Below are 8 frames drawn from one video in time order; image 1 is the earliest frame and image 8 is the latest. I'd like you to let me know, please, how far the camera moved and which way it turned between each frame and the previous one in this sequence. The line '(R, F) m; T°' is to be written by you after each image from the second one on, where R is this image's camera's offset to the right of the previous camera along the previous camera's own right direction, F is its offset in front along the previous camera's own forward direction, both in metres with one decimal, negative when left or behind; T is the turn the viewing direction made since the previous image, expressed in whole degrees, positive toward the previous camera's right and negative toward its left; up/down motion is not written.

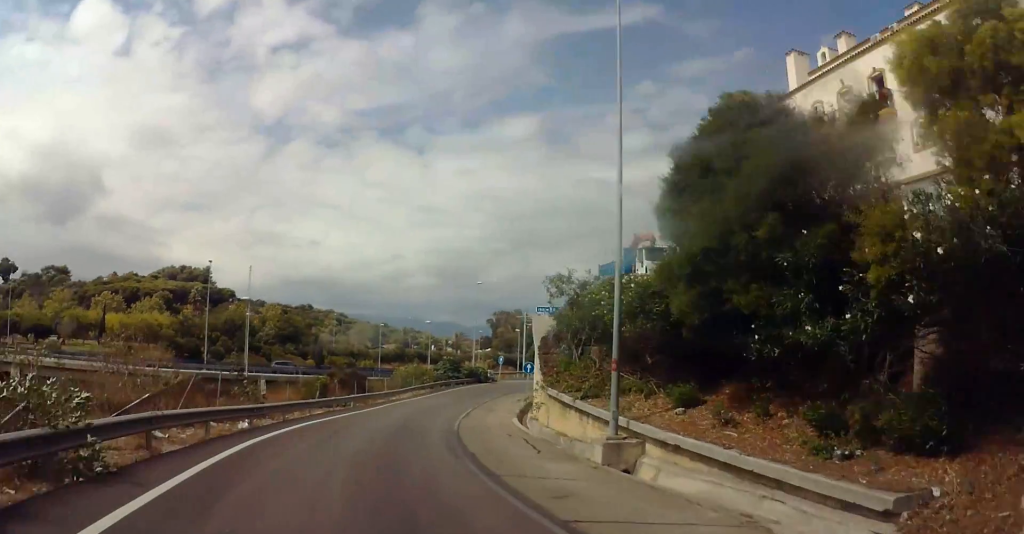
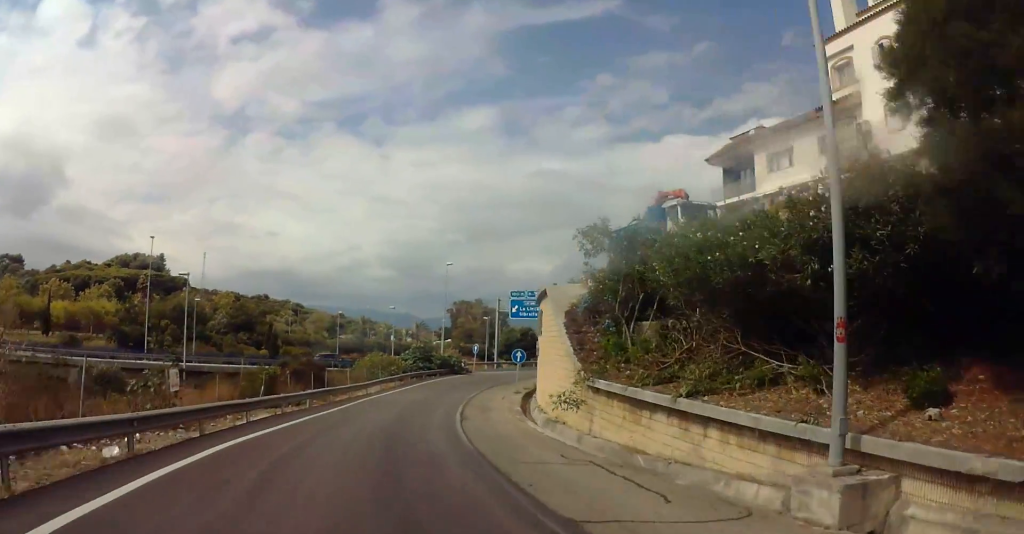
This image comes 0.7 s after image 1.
(0.0, +8.8) m; 0°
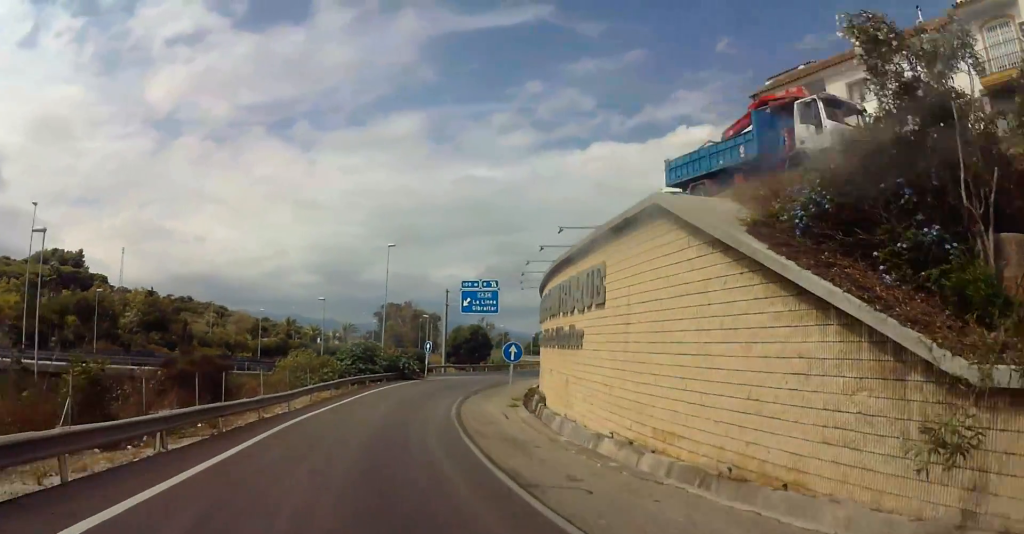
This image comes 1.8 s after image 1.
(0.0, +13.8) m; 0°
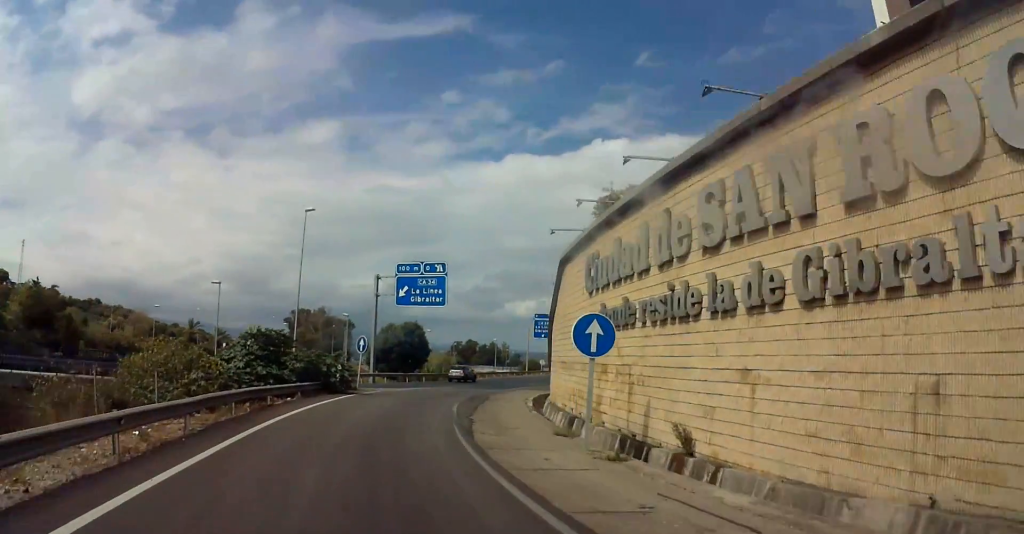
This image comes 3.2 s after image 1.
(0.0, +17.3) m; +3°
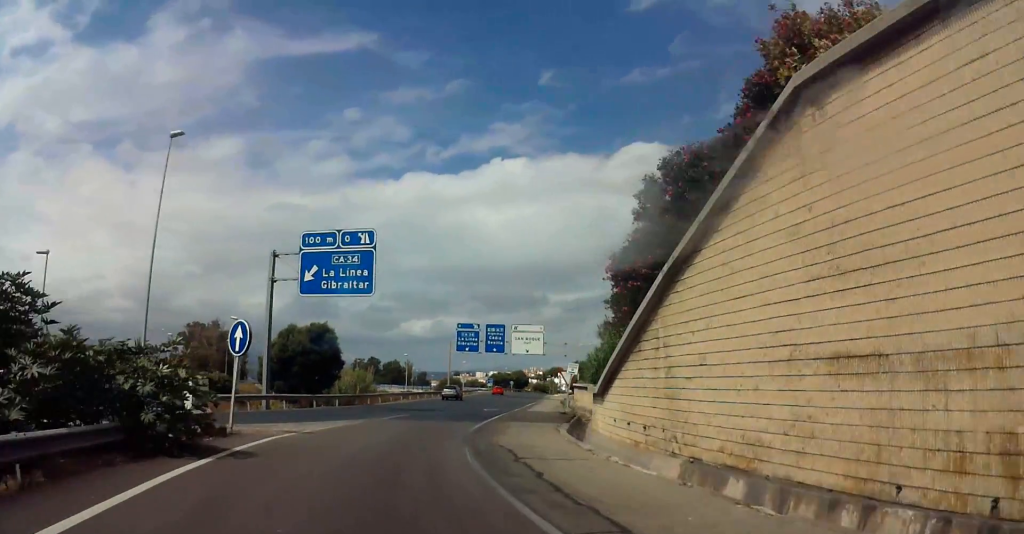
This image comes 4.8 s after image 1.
(+2.1, +18.1) m; +13°
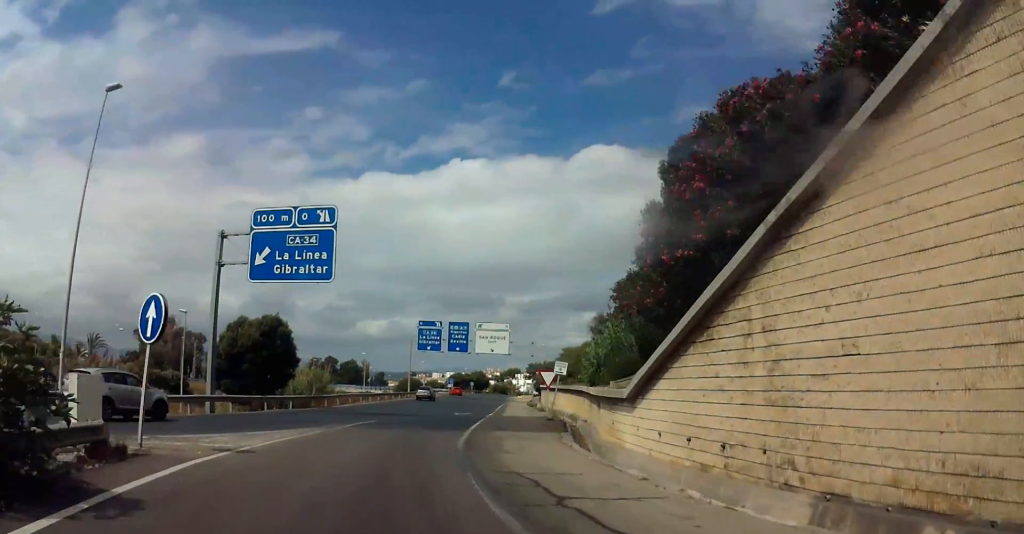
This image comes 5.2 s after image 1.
(0.0, +5.2) m; +2°
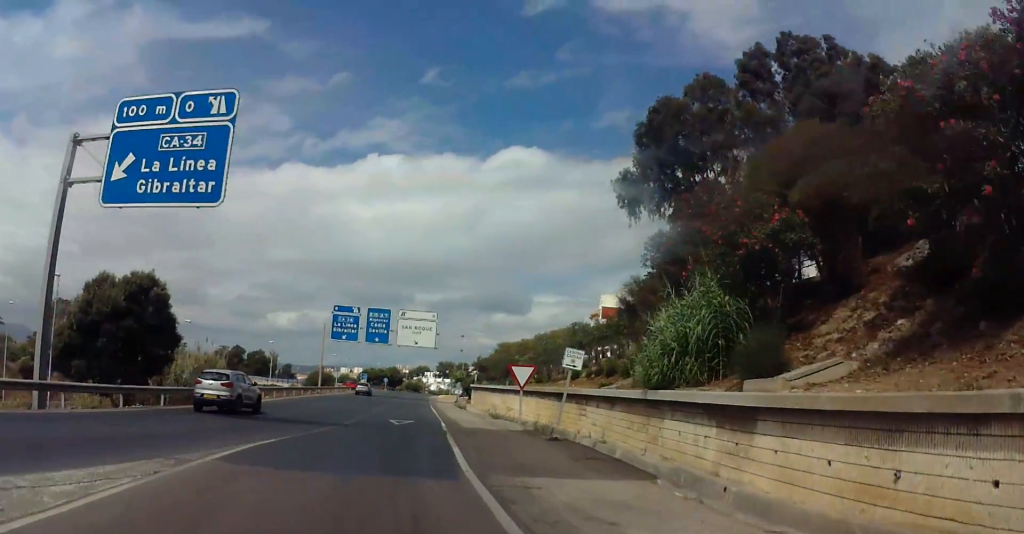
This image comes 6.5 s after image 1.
(+0.4, +13.0) m; +2°
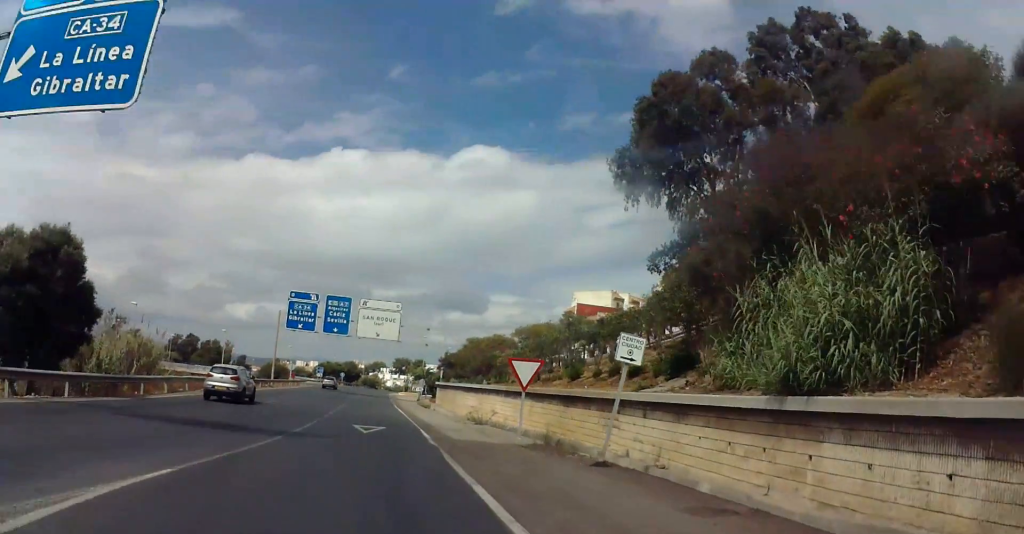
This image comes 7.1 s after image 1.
(0.0, +6.6) m; +3°
